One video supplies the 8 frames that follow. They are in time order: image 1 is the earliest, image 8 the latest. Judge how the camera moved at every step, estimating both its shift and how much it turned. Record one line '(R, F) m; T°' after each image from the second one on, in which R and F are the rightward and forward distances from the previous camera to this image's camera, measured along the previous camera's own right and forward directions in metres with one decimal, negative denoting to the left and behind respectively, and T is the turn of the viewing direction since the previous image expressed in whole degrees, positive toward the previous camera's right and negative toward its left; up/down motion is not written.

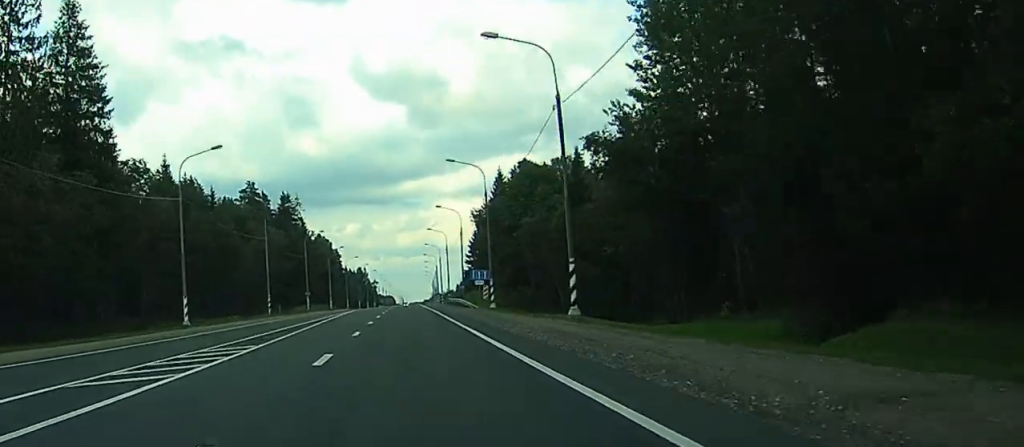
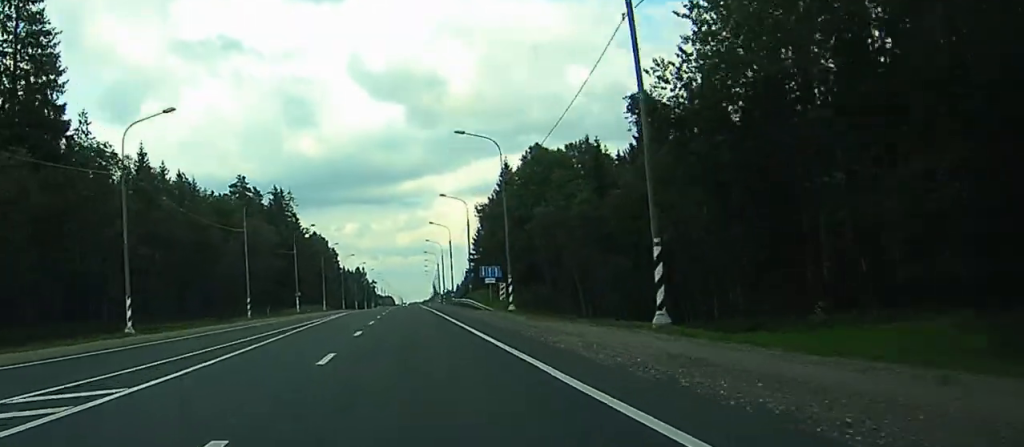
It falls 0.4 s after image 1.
(0.0, +11.5) m; 0°
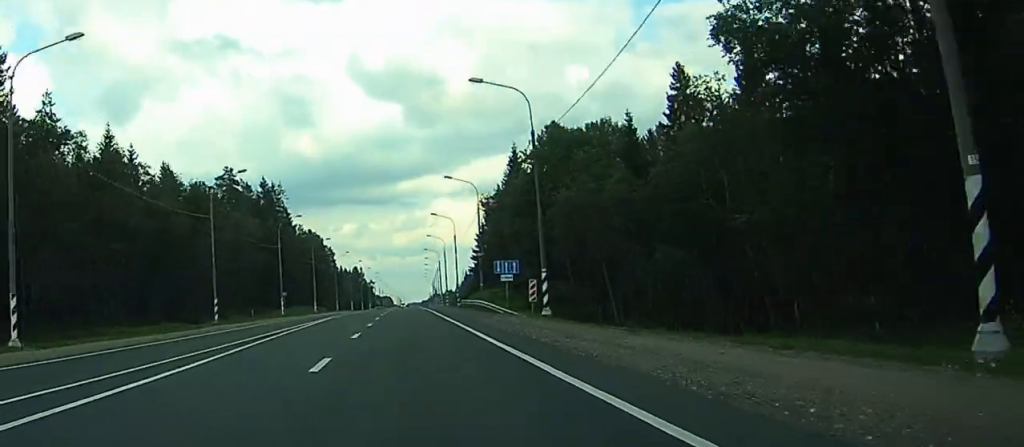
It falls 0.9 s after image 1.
(0.0, +13.3) m; 0°
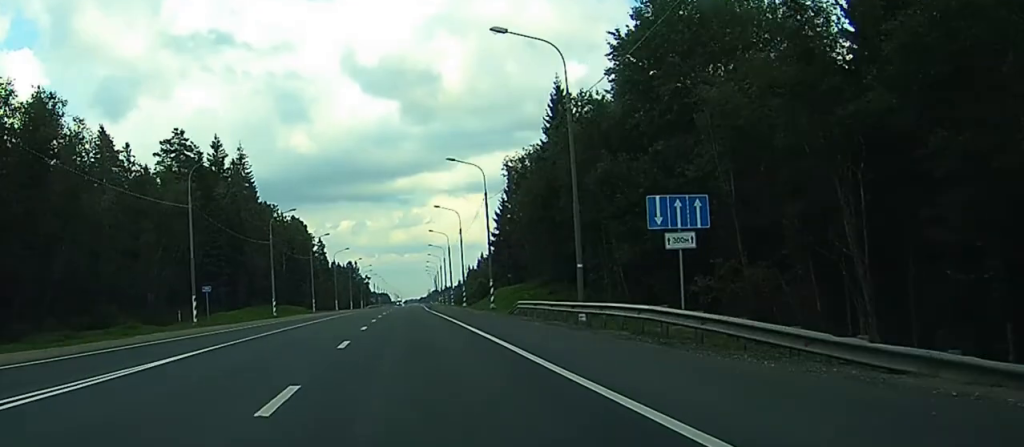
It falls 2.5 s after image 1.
(+0.1, +41.4) m; +1°
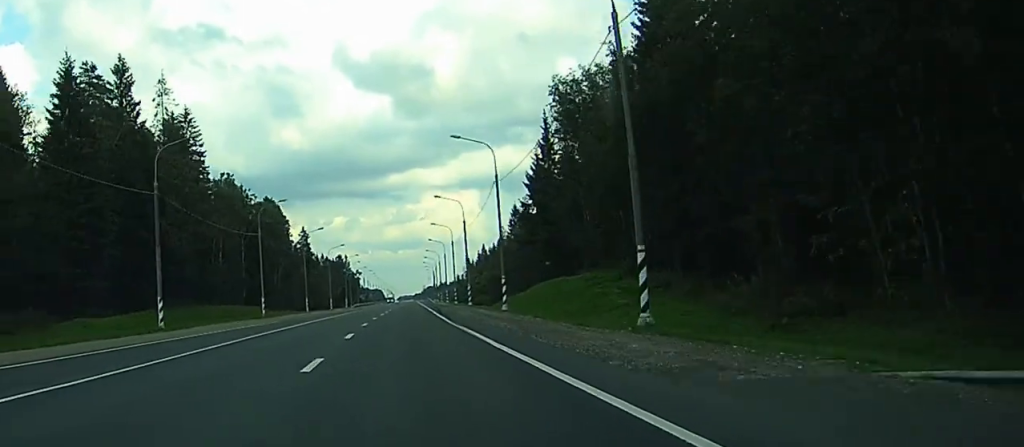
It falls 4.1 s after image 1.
(+0.3, +42.0) m; 0°
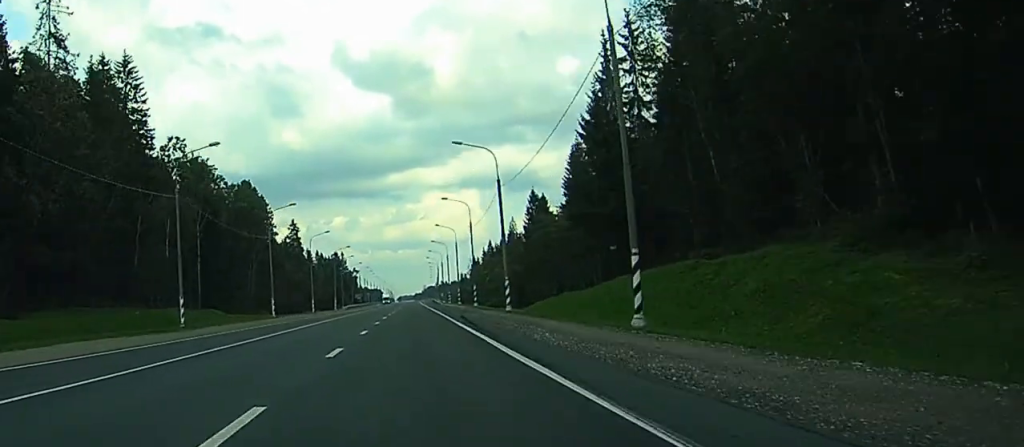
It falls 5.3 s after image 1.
(0.0, +31.5) m; 0°
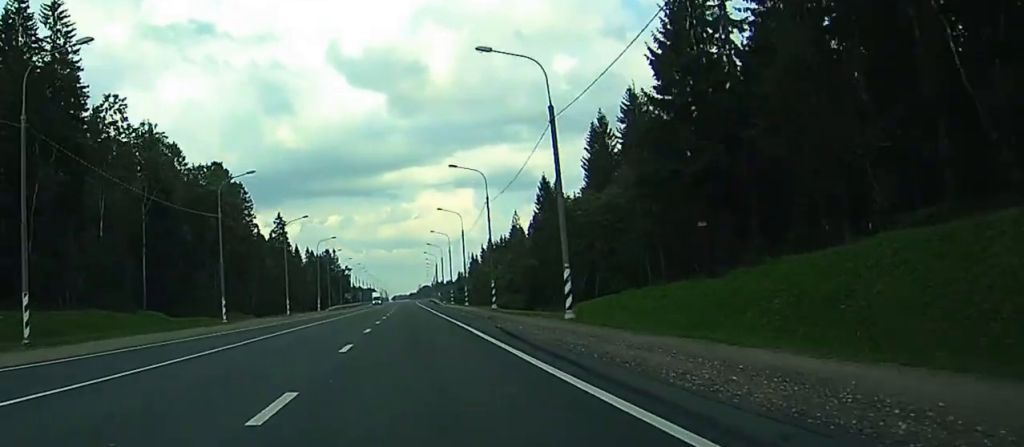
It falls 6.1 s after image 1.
(0.0, +22.0) m; 0°
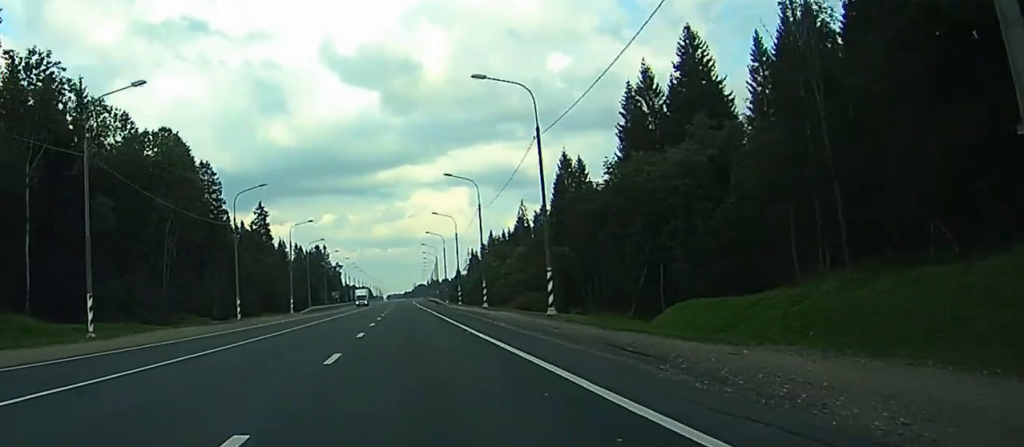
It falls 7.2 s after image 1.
(0.0, +27.6) m; 0°
